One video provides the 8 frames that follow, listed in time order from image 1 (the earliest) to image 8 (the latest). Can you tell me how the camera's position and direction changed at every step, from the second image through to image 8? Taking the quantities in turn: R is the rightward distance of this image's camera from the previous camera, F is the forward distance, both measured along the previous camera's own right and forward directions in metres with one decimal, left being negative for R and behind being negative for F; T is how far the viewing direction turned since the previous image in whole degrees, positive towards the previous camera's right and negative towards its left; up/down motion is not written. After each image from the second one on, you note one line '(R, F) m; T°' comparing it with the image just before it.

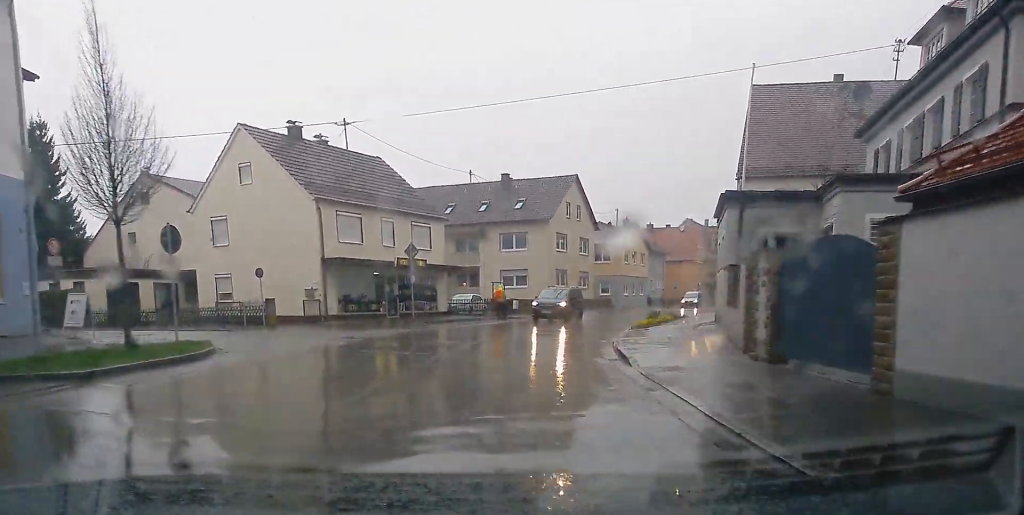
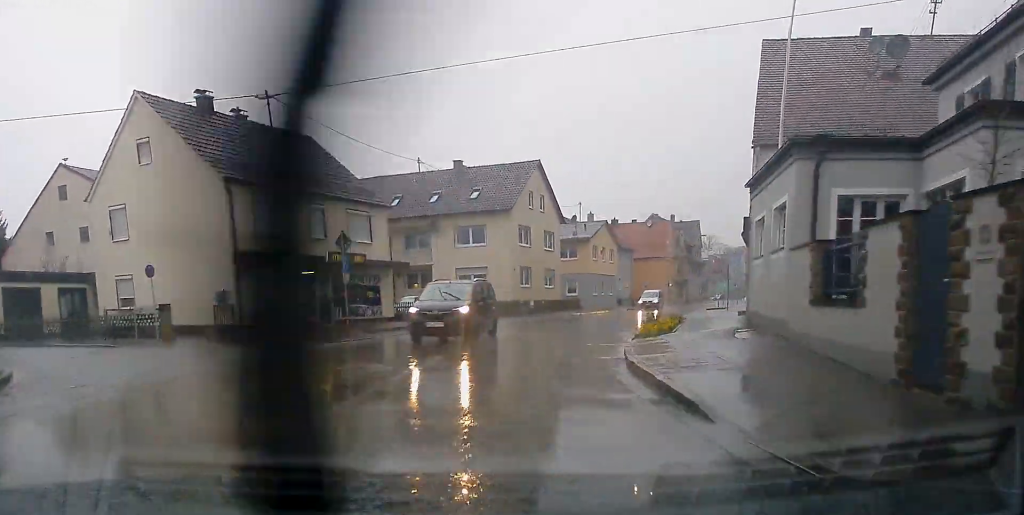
(+0.2, +6.9) m; +3°
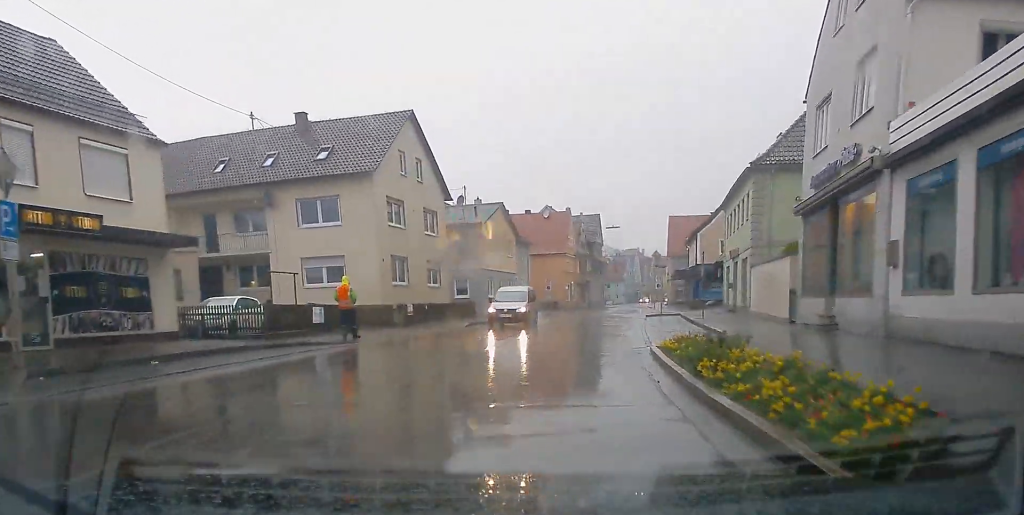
(+1.1, +15.6) m; +7°
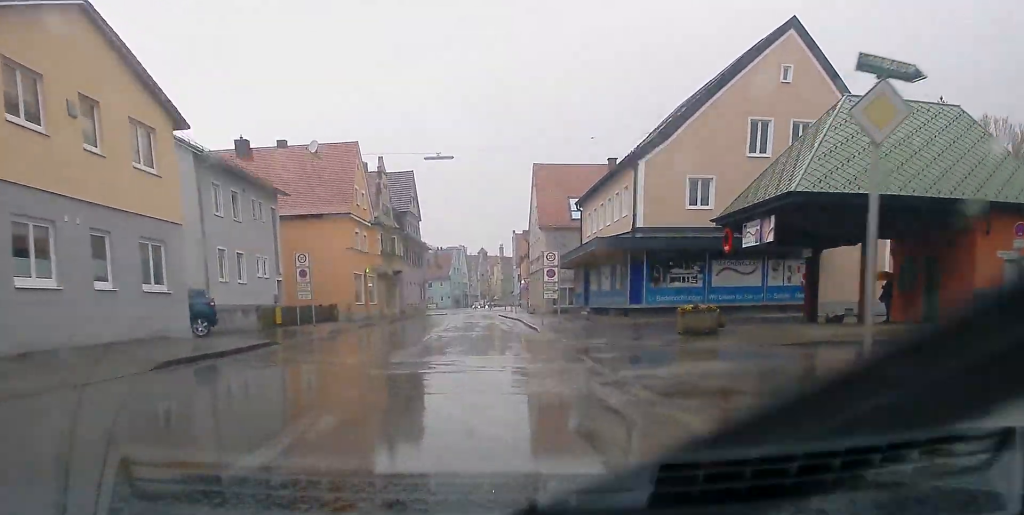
(+5.5, +42.1) m; +11°
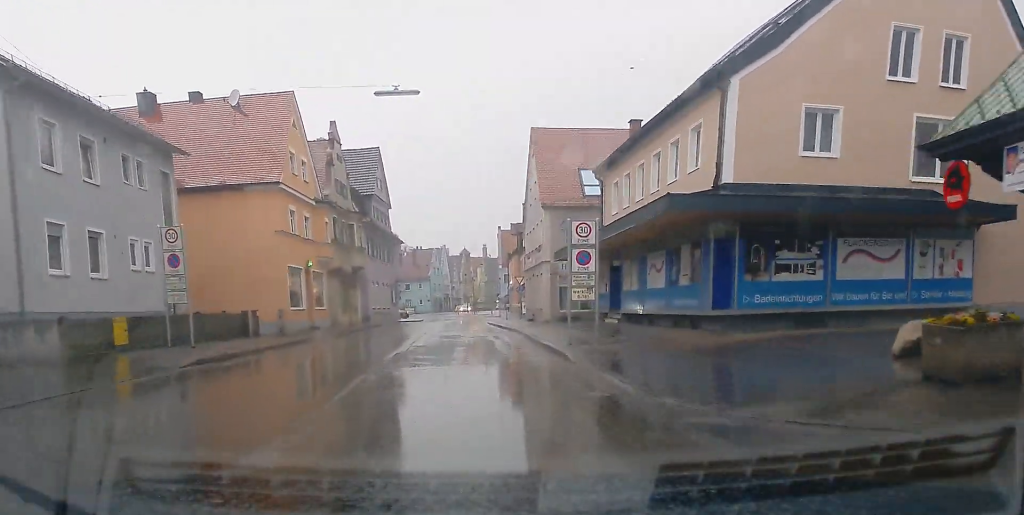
(-0.2, +13.4) m; -1°
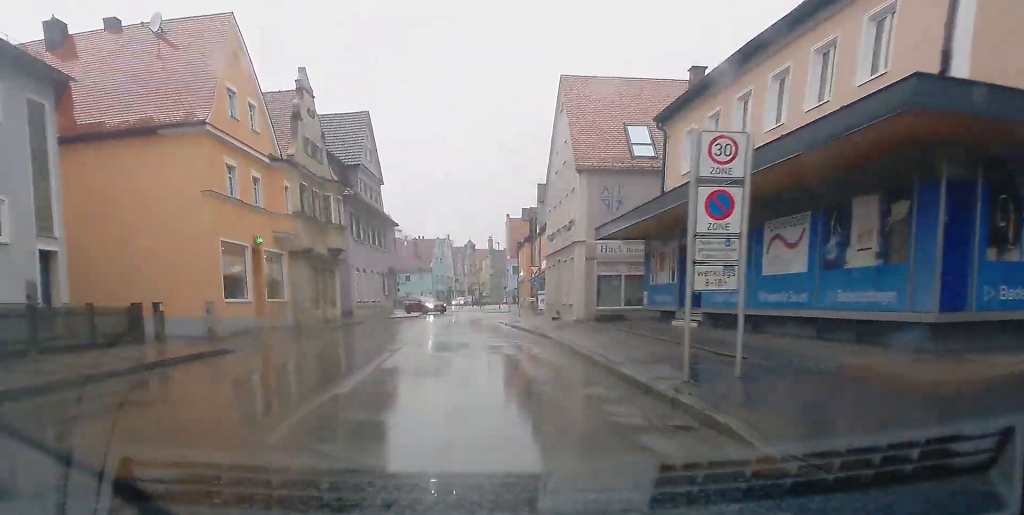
(0.0, +9.9) m; 0°
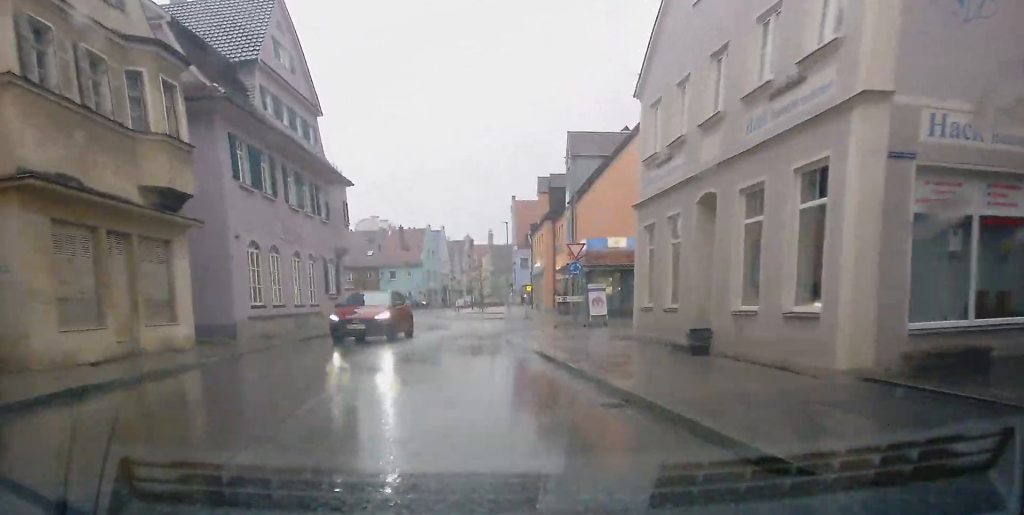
(-0.1, +21.2) m; 0°
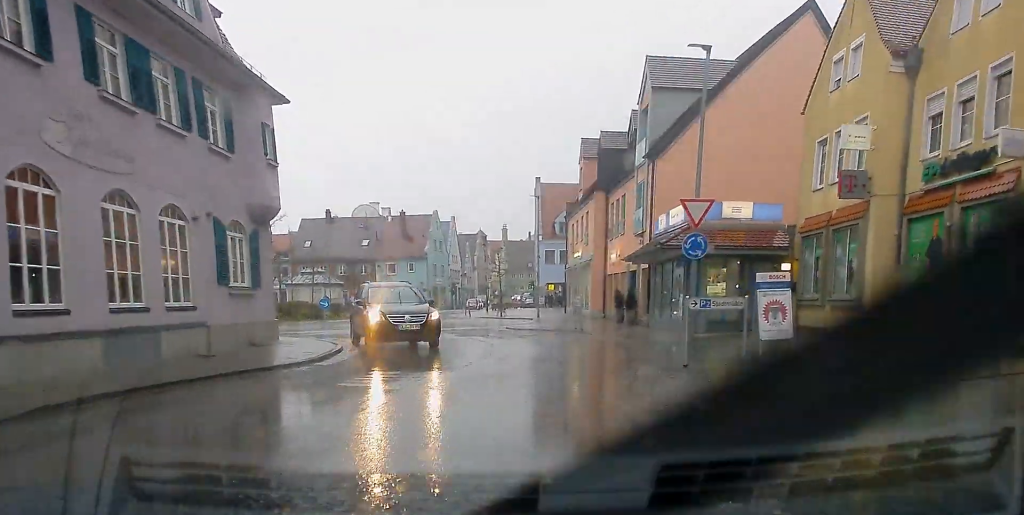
(+0.1, +15.4) m; 0°
